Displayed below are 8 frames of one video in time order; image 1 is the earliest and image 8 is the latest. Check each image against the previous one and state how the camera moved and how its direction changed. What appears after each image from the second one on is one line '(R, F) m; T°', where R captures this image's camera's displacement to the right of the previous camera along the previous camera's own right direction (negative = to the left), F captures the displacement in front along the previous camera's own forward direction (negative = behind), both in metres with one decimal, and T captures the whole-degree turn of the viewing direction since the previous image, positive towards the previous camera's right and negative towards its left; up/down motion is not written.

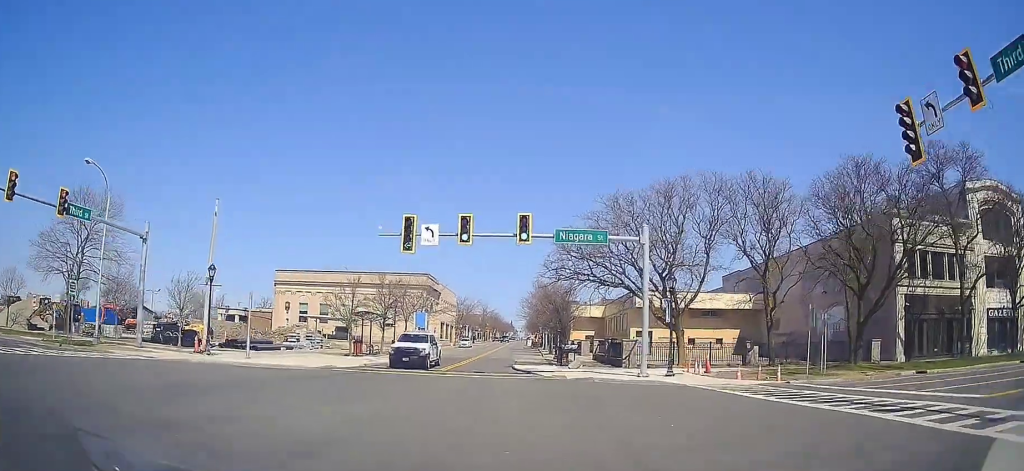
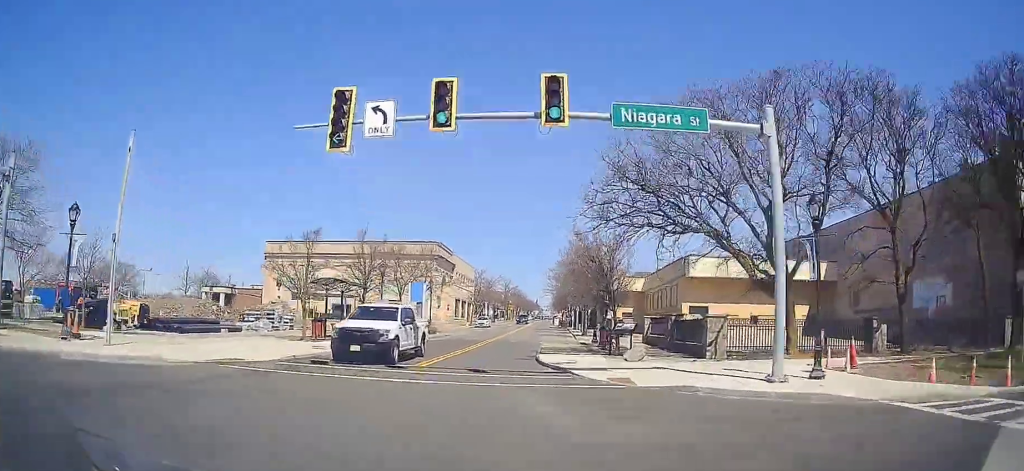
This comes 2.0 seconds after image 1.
(0.0, +11.8) m; 0°
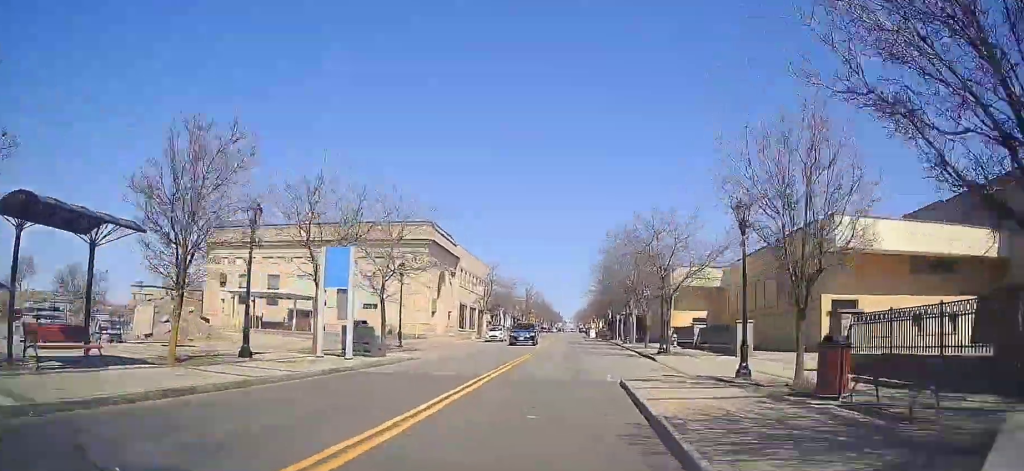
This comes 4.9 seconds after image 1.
(-0.1, +19.8) m; +1°
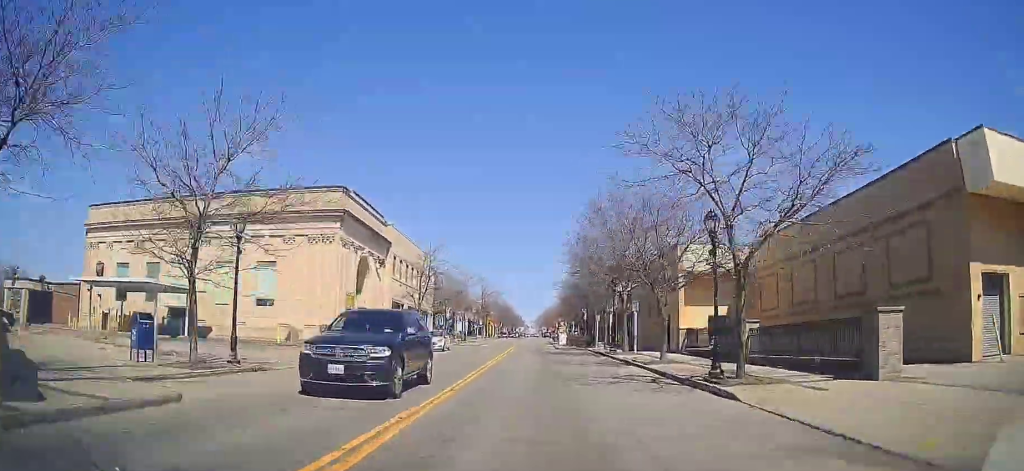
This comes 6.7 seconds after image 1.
(+0.1, +13.7) m; +1°
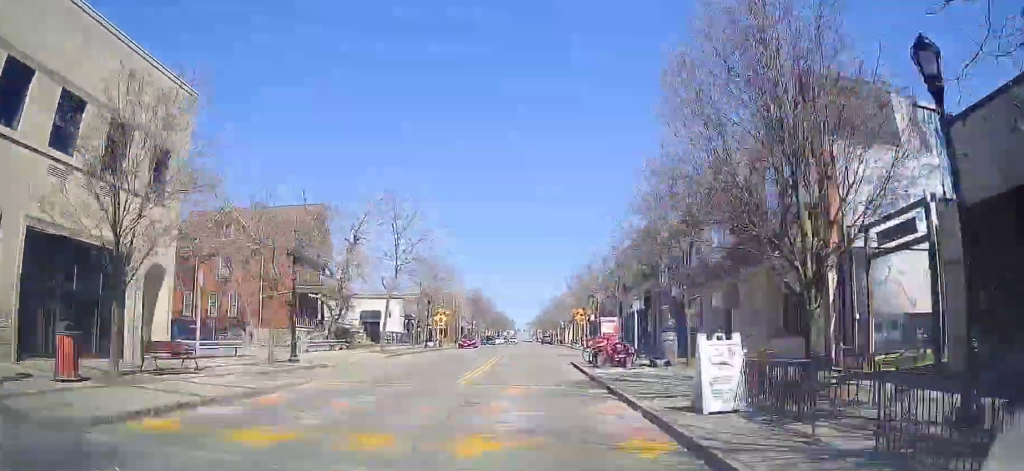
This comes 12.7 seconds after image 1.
(+2.1, +50.4) m; +2°
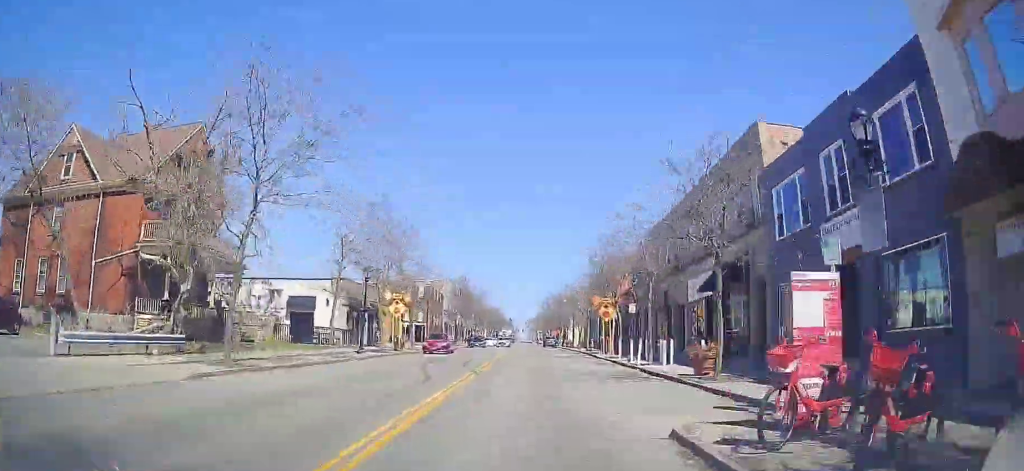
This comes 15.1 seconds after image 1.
(-0.2, +21.2) m; -1°
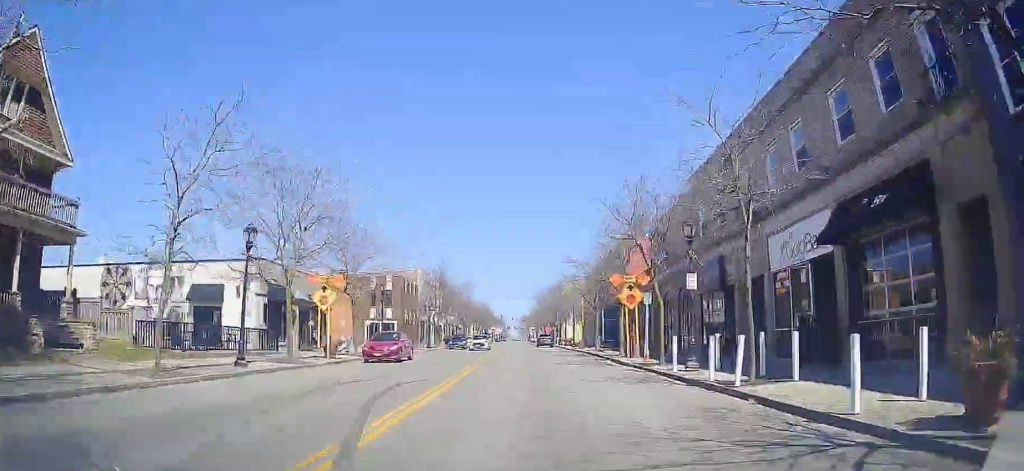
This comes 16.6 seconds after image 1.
(0.0, +13.7) m; -1°
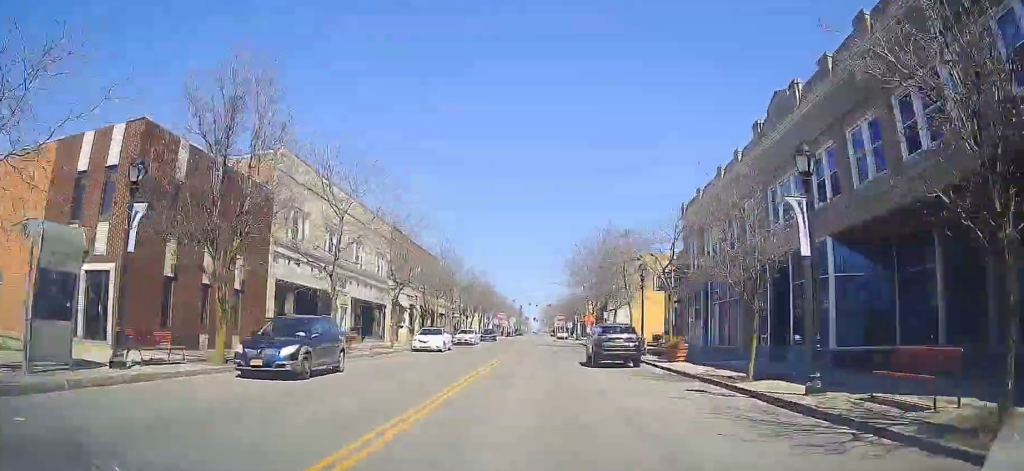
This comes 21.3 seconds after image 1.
(-0.8, +42.5) m; -2°
